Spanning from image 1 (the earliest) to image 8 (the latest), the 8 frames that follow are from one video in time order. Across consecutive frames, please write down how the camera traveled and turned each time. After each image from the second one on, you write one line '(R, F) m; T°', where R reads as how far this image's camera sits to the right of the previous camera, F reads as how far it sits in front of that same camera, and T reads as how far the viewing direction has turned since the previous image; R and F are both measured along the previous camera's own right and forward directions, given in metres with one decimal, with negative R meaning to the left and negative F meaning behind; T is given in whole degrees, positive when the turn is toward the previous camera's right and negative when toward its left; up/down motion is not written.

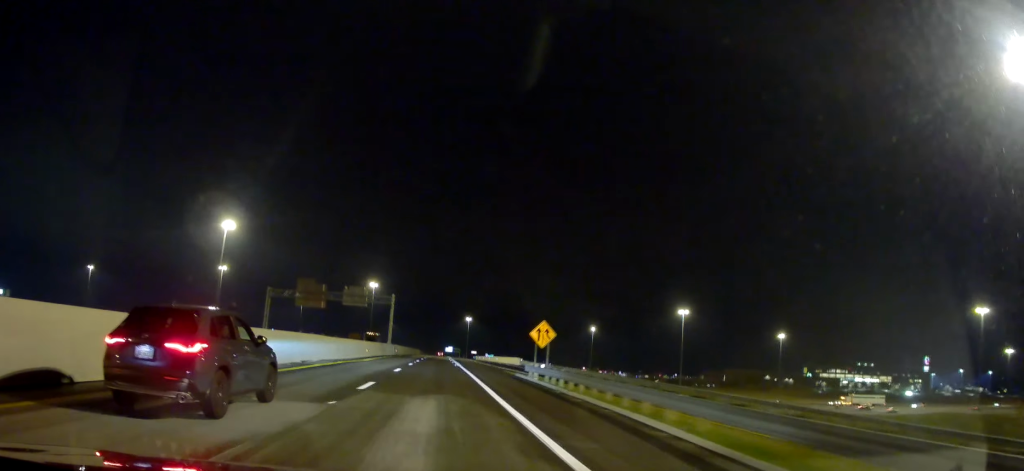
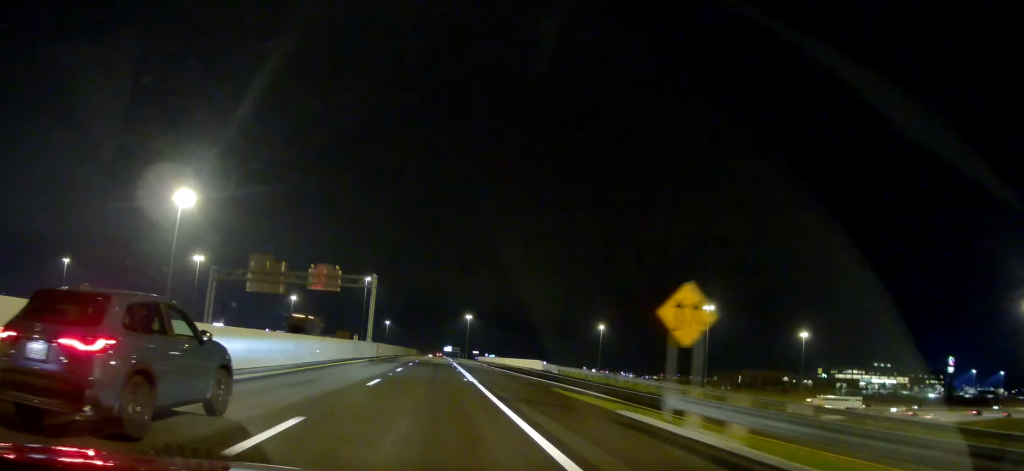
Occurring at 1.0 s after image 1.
(+0.1, +21.6) m; -1°
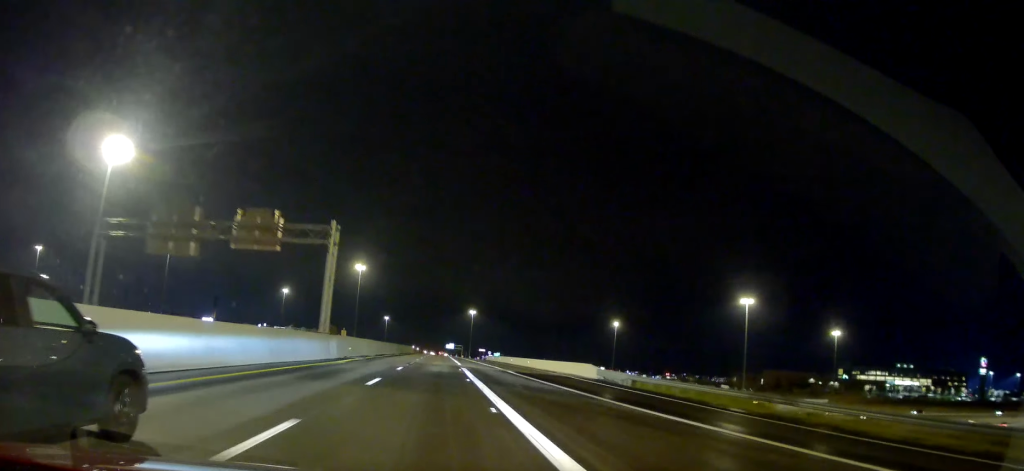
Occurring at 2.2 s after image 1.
(-0.3, +24.7) m; 0°
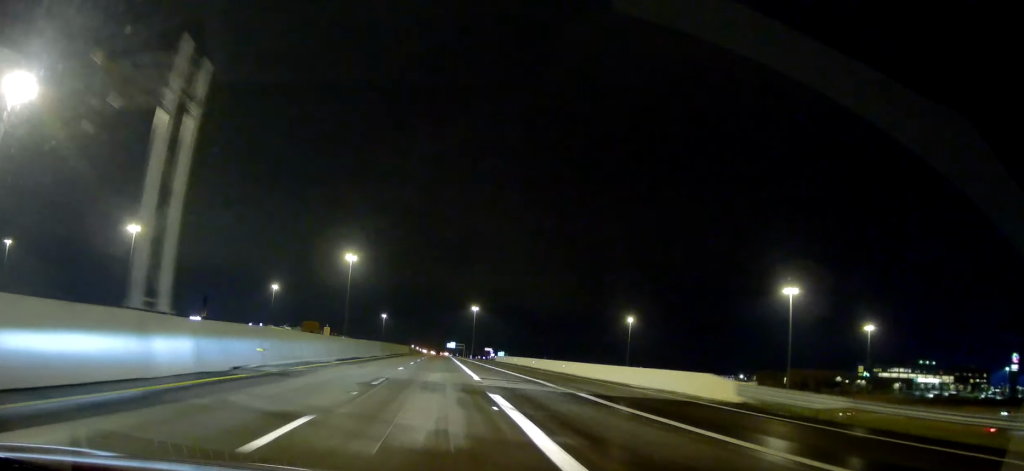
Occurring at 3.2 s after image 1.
(+0.2, +23.8) m; 0°
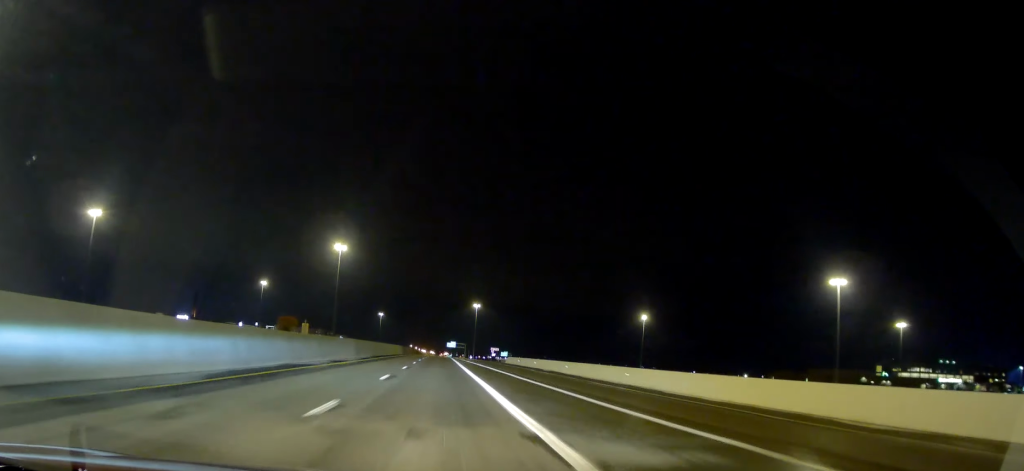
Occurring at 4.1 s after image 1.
(-0.3, +20.6) m; -1°
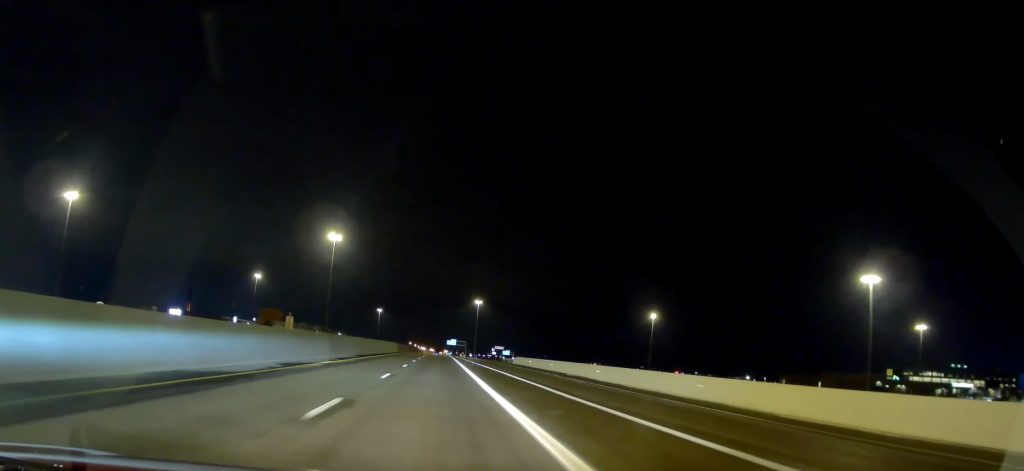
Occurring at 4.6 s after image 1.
(-0.2, +11.6) m; 0°
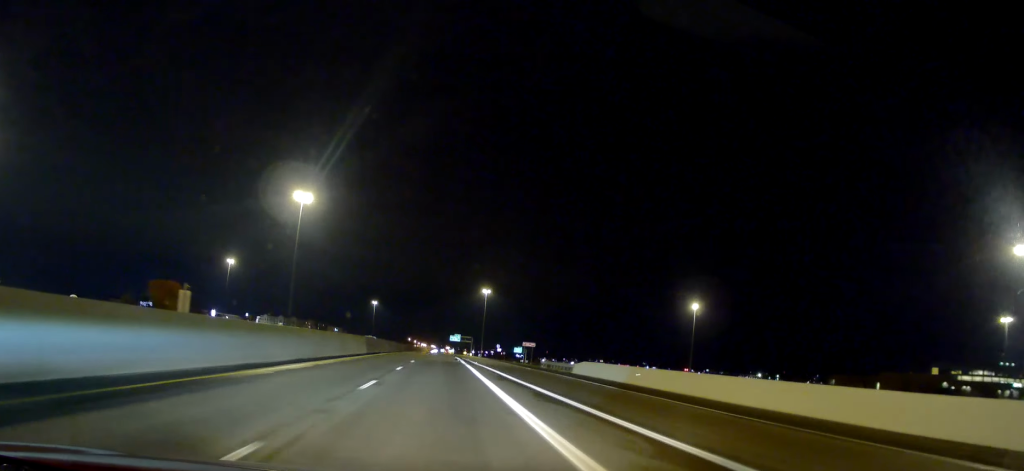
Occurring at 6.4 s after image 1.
(+0.9, +42.9) m; +2°
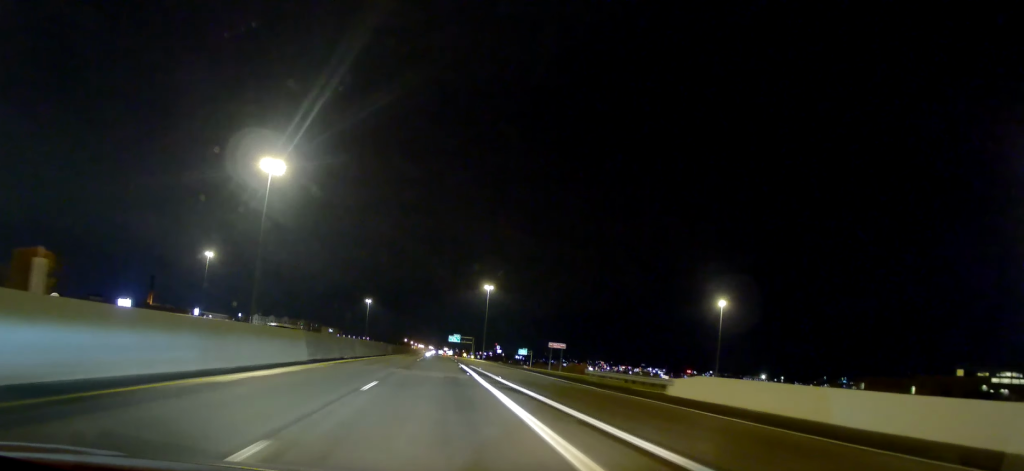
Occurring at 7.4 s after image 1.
(+0.4, +23.4) m; -1°
